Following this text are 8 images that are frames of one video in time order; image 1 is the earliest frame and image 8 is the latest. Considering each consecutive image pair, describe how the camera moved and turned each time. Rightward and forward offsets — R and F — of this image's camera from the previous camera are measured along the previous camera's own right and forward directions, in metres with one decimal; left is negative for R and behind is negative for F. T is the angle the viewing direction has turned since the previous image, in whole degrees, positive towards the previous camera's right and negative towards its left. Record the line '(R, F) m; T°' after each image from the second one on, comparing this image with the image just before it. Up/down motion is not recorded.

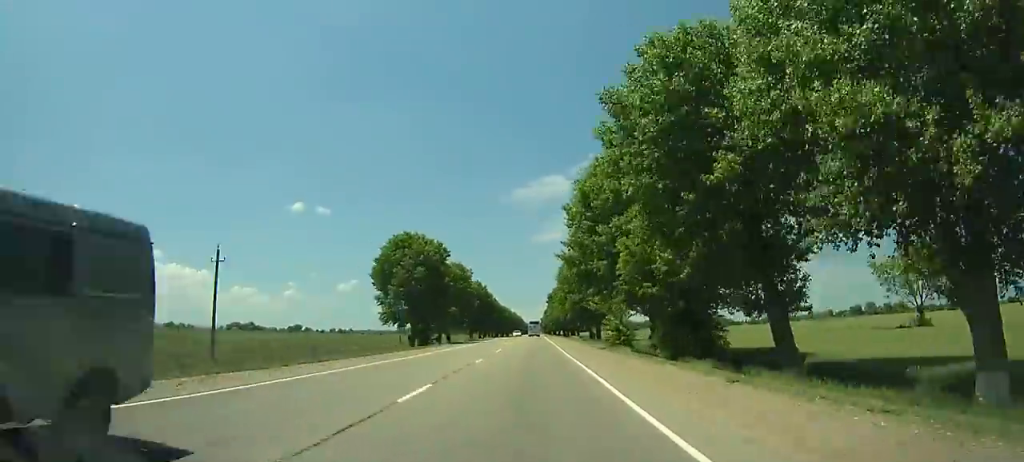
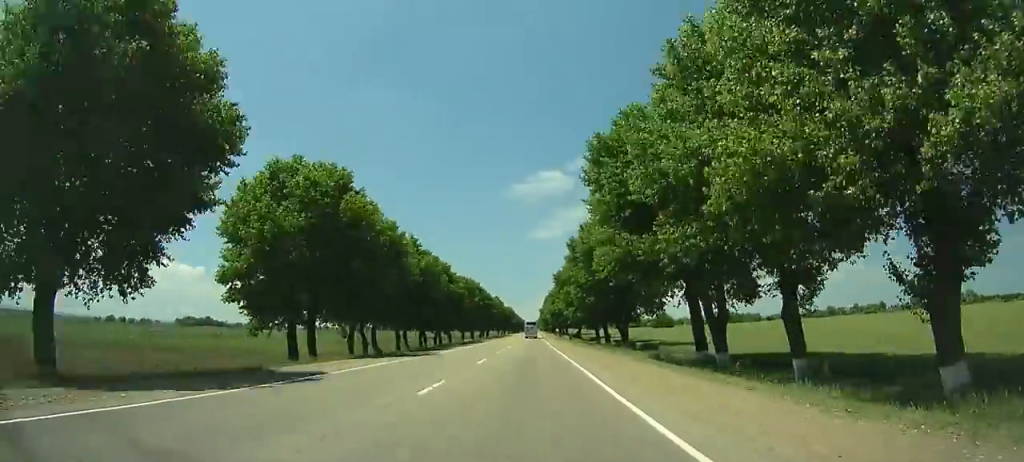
(+1.0, +112.3) m; +2°
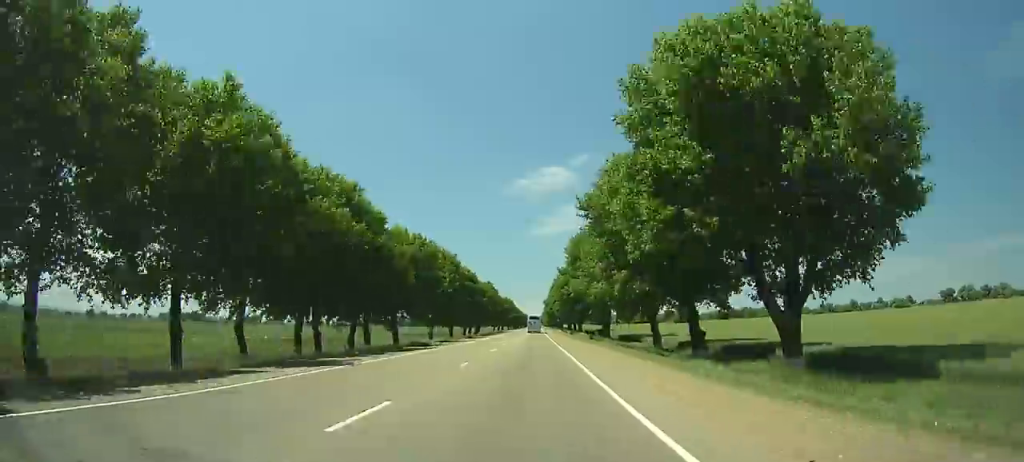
(+0.1, +39.7) m; 0°
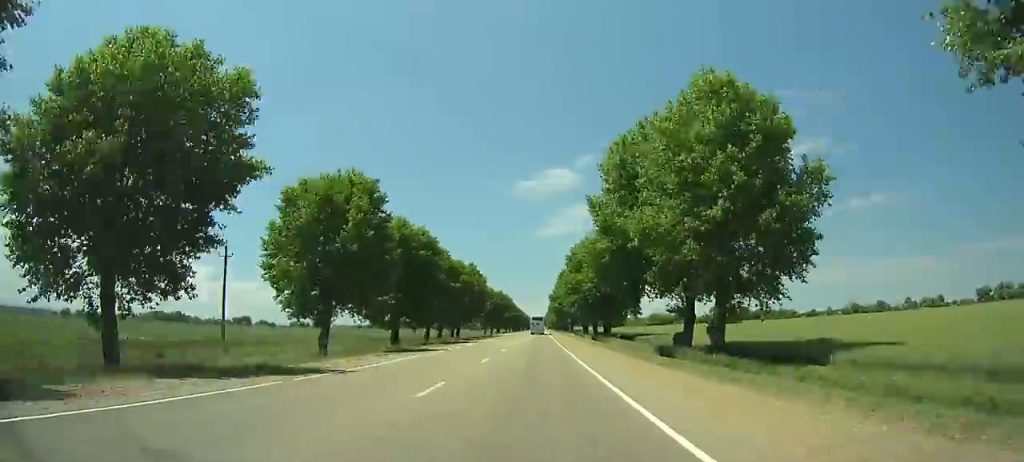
(0.0, +42.5) m; 0°
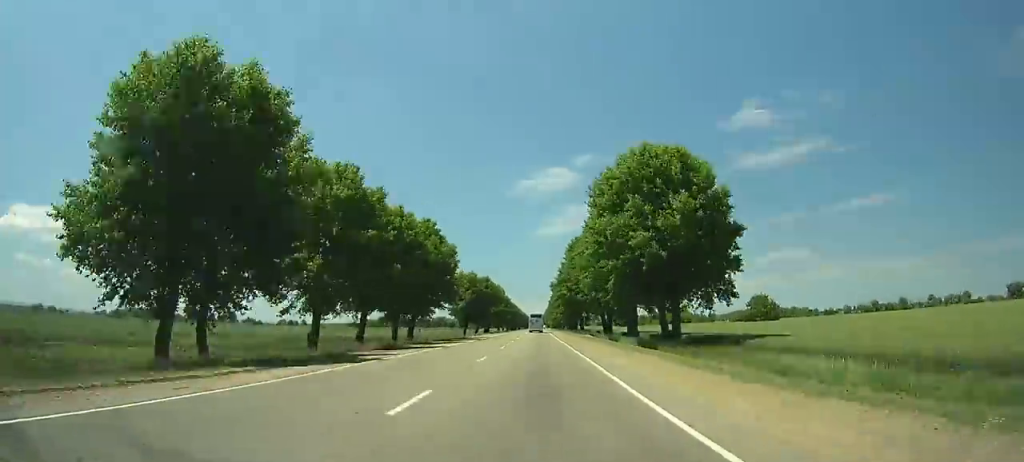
(+0.2, +37.9) m; 0°
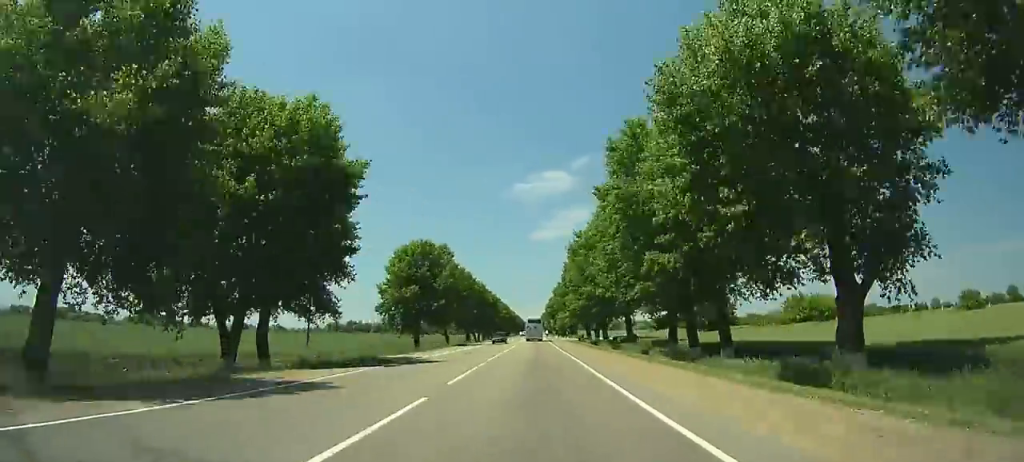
(-0.7, +135.9) m; 0°
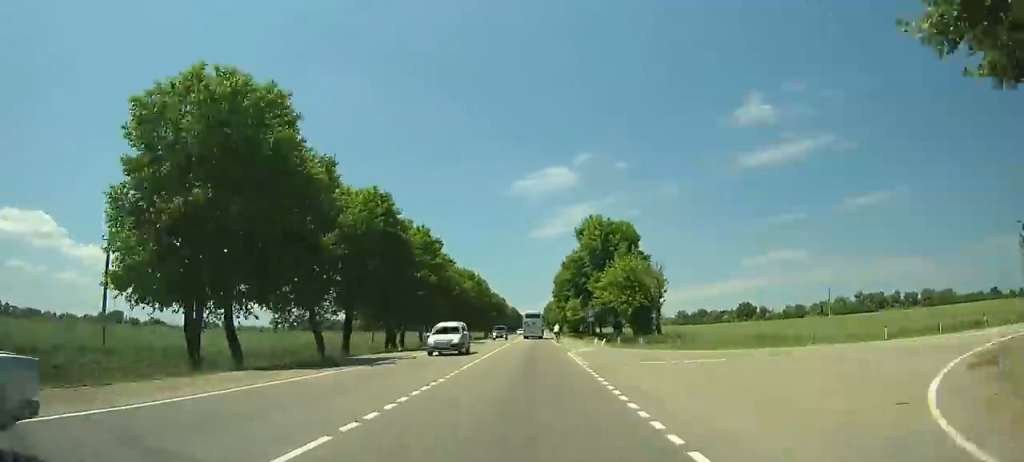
(+0.3, +98.0) m; 0°
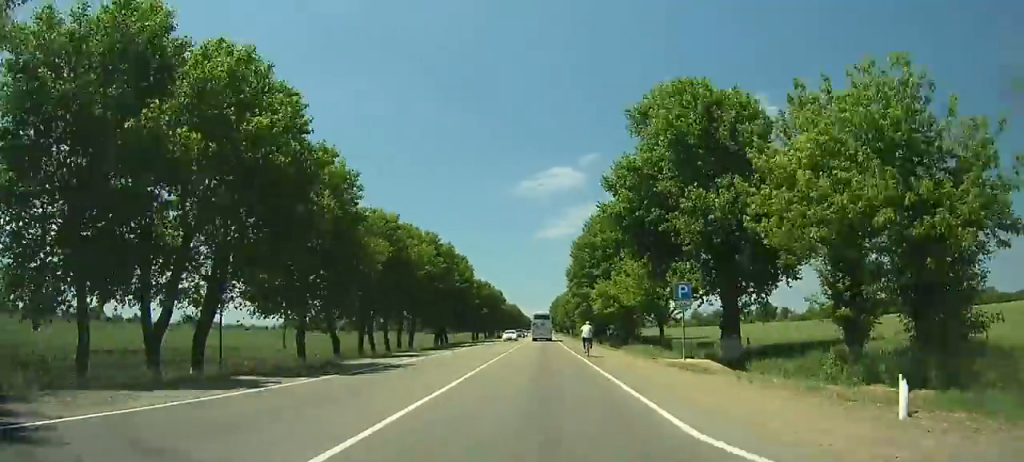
(-0.1, +38.9) m; 0°
